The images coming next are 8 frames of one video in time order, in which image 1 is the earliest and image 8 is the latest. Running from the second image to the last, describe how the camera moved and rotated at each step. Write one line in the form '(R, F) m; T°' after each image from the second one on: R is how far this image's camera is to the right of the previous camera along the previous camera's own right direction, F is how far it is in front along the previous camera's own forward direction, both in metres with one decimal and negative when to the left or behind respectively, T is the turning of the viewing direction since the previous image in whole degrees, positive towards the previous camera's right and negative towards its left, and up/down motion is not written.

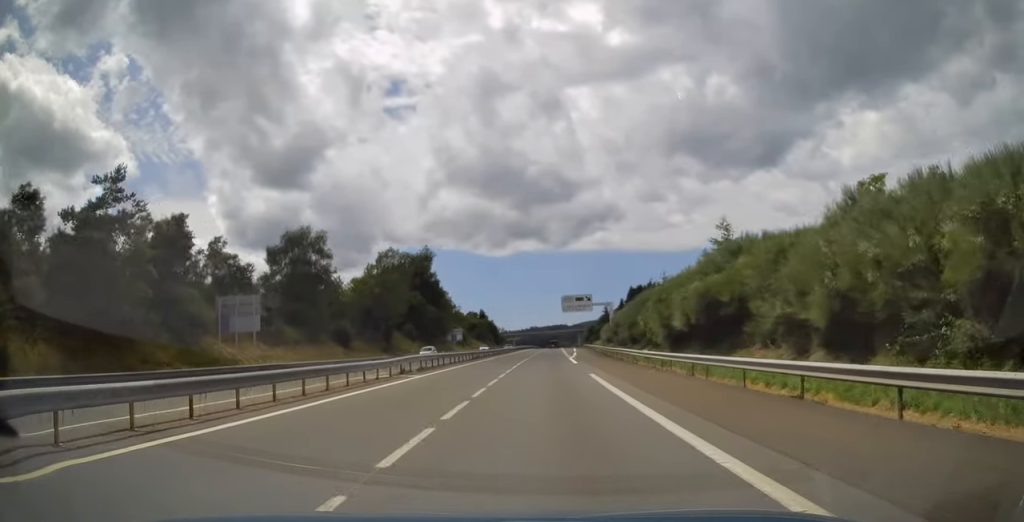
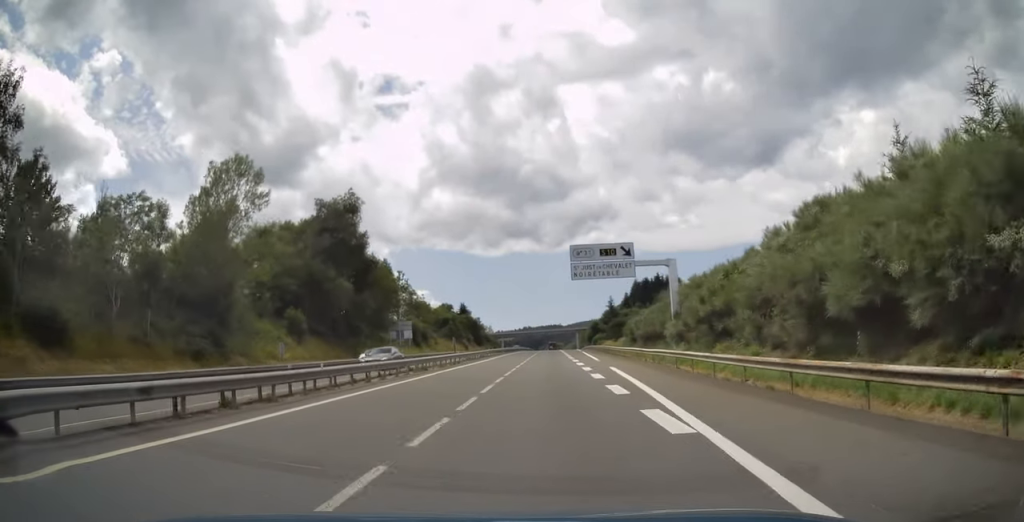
(+0.5, +47.6) m; +1°
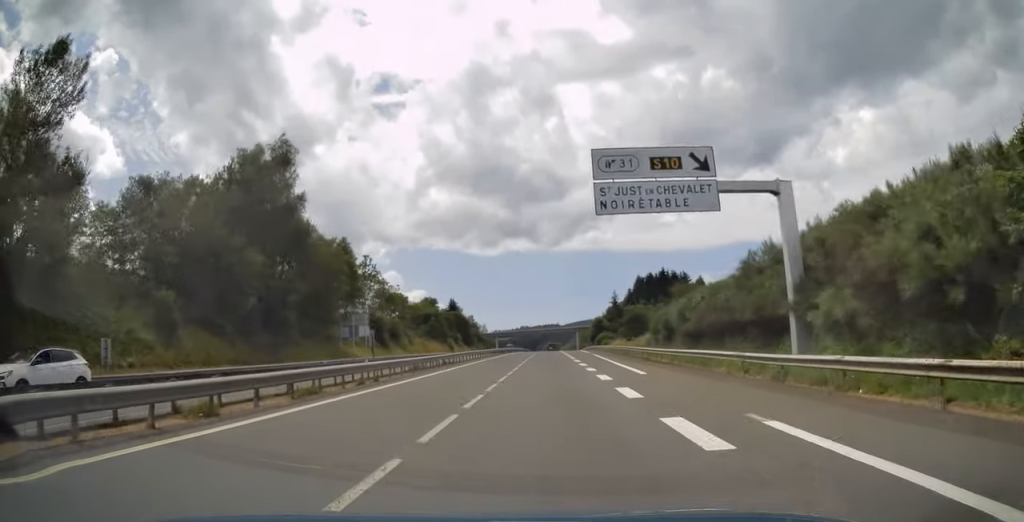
(+0.1, +21.7) m; 0°
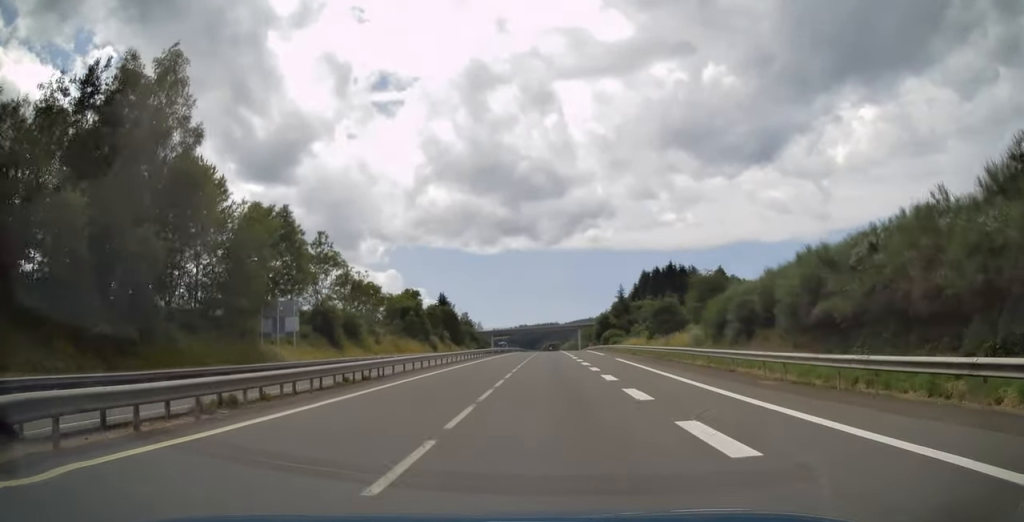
(0.0, +20.7) m; 0°
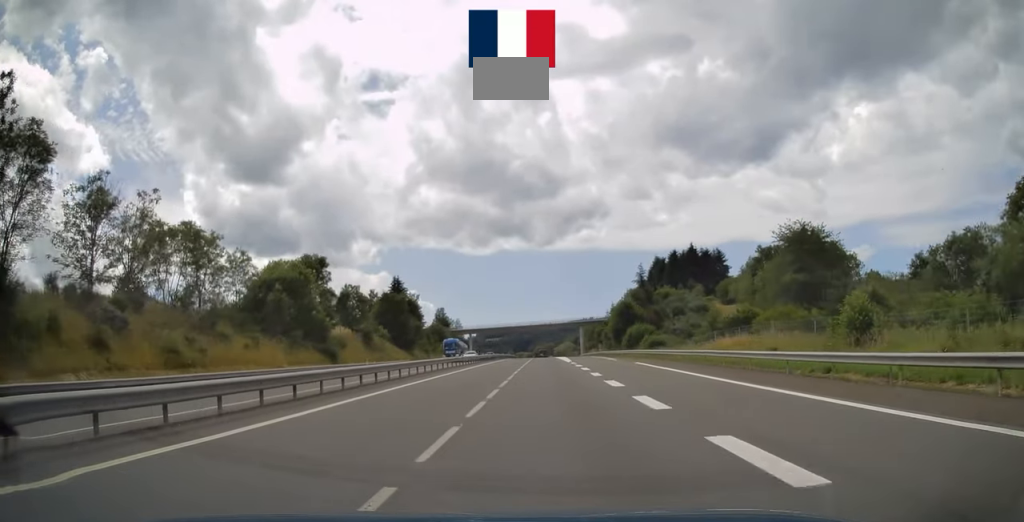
(+0.4, +54.8) m; 0°
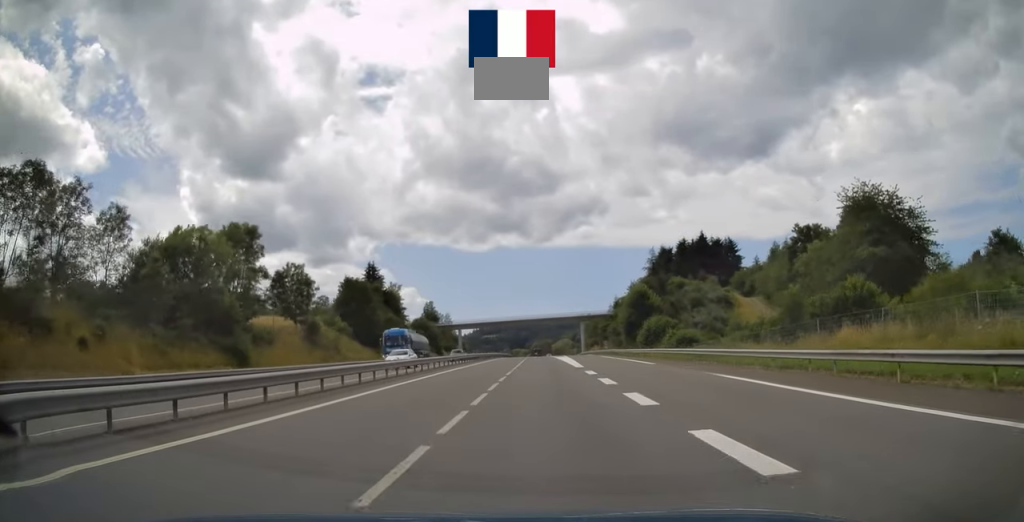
(0.0, +19.3) m; 0°
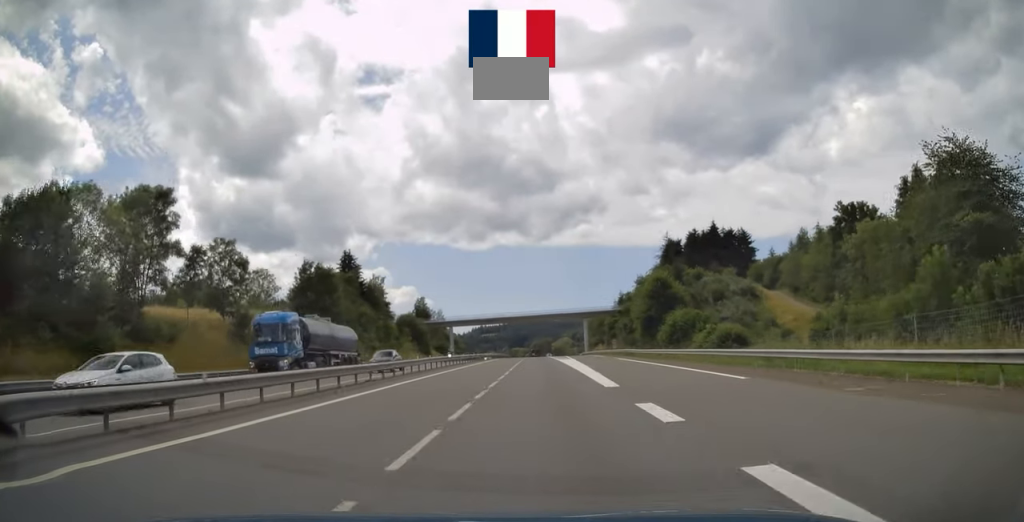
(0.0, +15.7) m; 0°
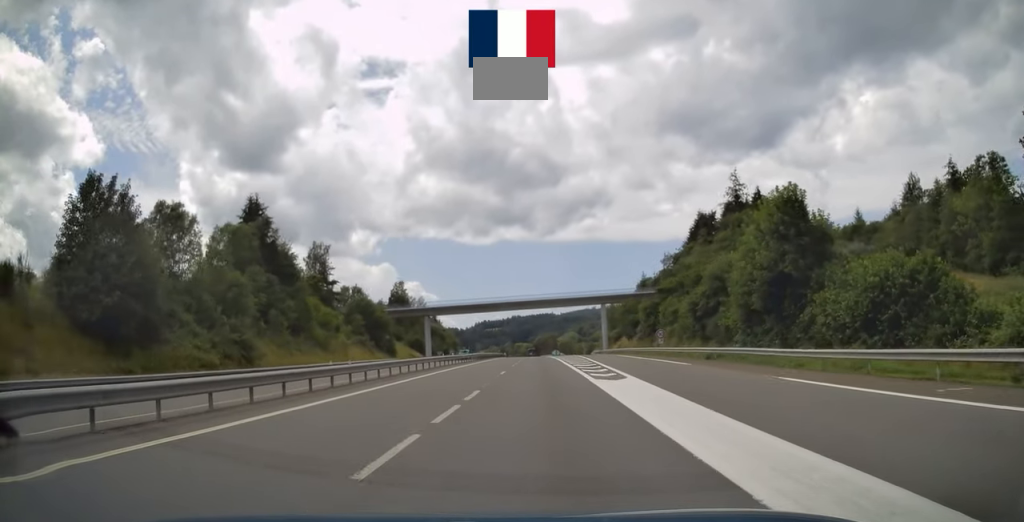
(0.0, +39.4) m; 0°
